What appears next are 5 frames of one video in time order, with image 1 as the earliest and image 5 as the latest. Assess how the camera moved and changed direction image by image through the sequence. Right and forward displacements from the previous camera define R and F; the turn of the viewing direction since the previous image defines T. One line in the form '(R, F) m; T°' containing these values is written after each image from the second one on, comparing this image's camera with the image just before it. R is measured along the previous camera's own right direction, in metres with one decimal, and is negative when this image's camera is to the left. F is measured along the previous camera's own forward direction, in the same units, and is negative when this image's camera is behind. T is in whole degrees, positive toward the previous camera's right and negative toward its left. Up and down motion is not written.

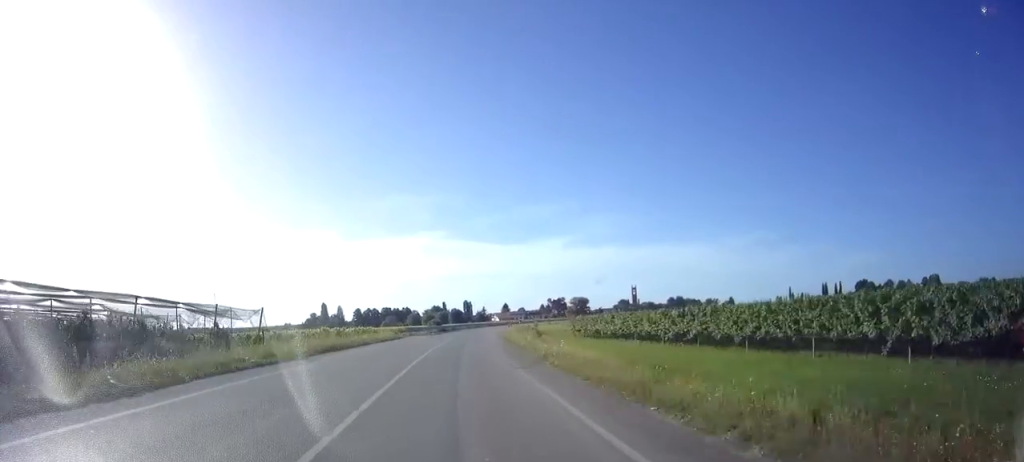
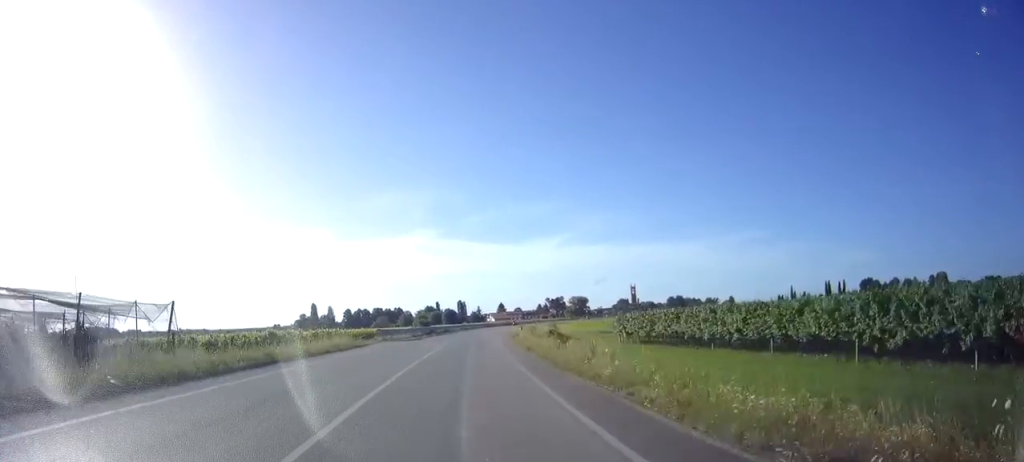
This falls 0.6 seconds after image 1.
(0.0, +16.6) m; +1°
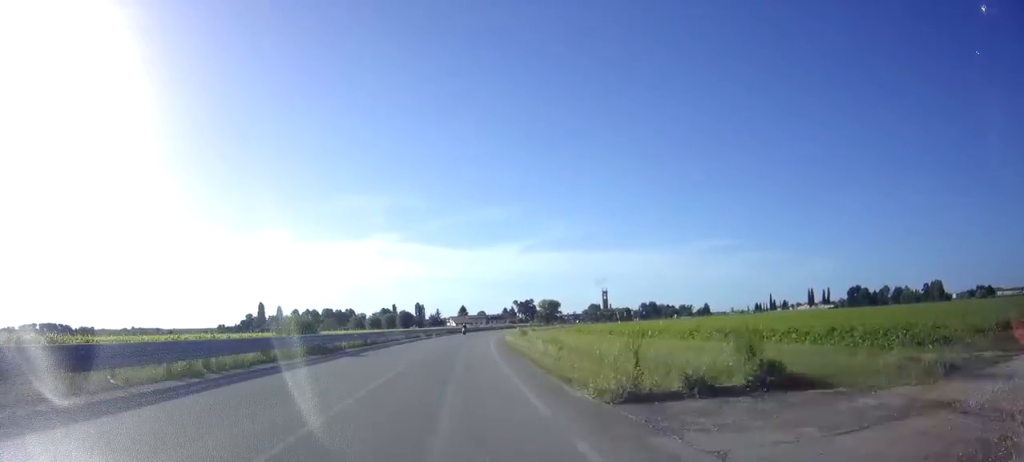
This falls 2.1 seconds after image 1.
(+0.9, +39.1) m; +4°
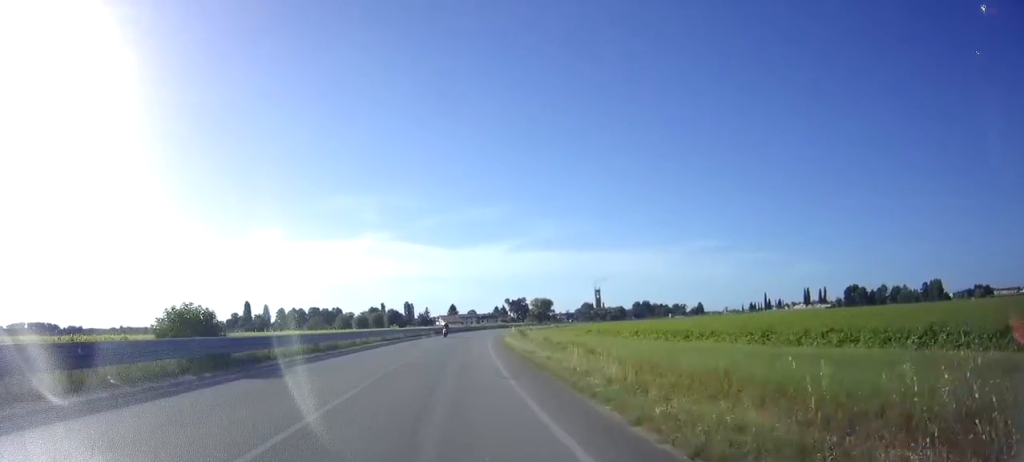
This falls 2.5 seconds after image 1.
(+0.1, +11.0) m; +1°
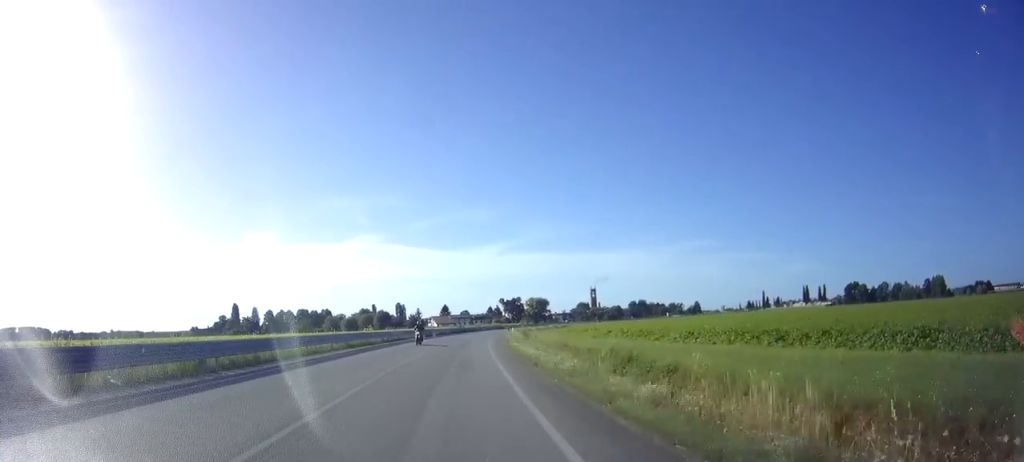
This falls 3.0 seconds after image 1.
(+0.2, +10.9) m; +1°
